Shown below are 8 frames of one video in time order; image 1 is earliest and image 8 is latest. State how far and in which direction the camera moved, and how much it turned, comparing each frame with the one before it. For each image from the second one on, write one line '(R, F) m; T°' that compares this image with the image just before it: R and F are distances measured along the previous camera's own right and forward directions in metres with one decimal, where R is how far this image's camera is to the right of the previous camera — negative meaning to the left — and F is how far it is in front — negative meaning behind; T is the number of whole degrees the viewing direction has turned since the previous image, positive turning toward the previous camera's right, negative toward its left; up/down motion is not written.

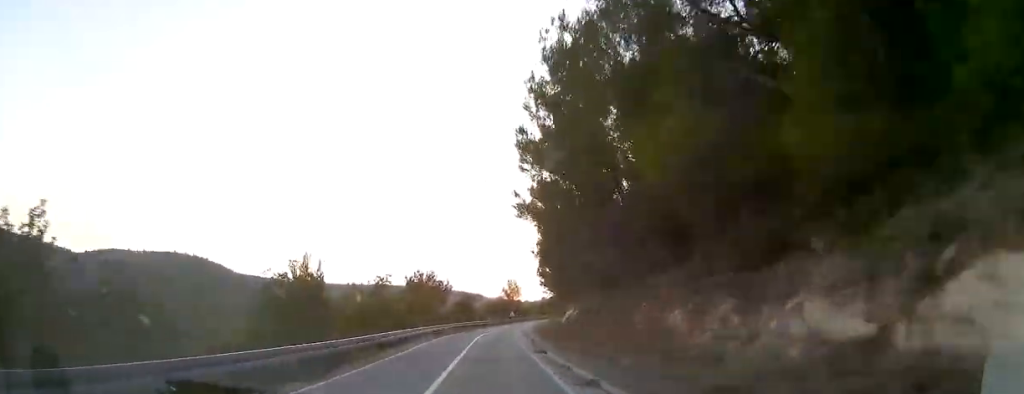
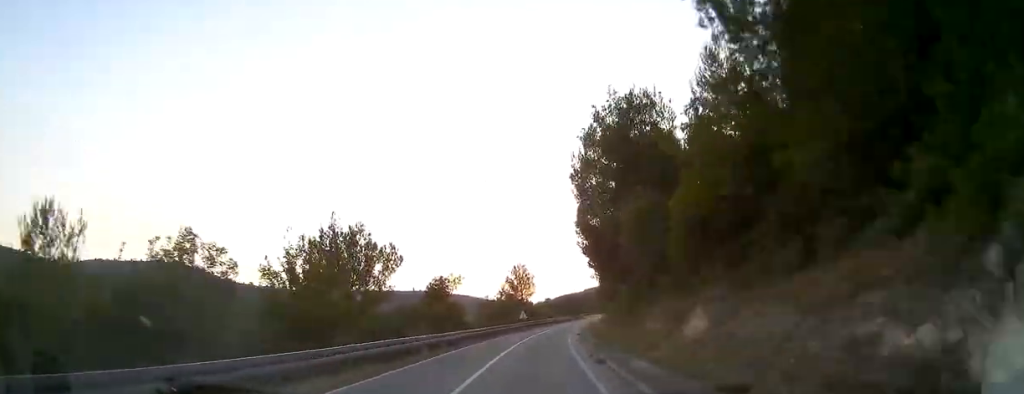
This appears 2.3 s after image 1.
(-1.1, +34.2) m; -1°
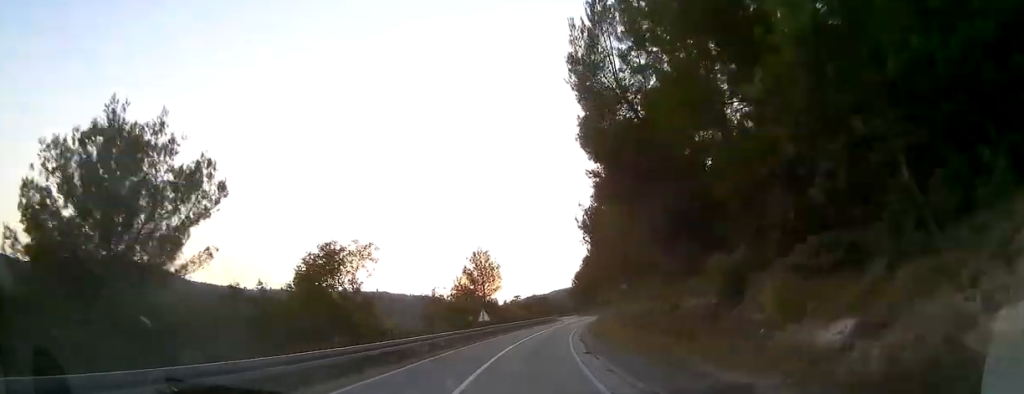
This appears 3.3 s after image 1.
(+0.4, +17.3) m; +2°
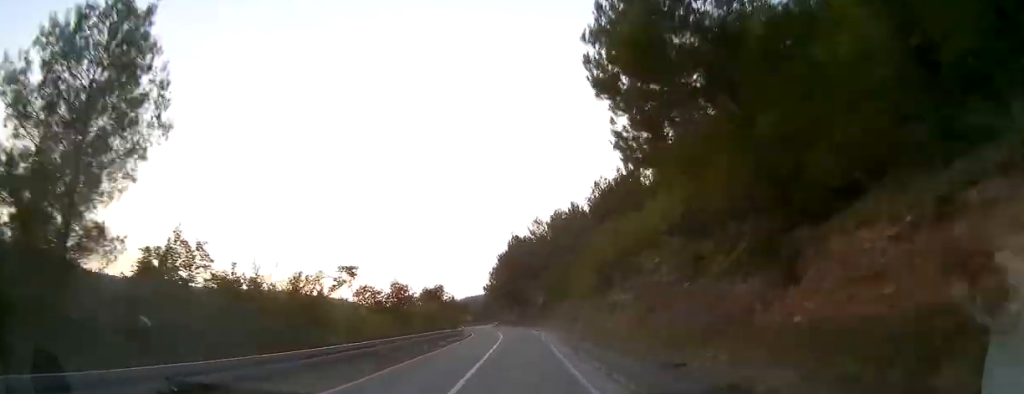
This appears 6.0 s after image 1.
(+2.2, +44.8) m; +7°
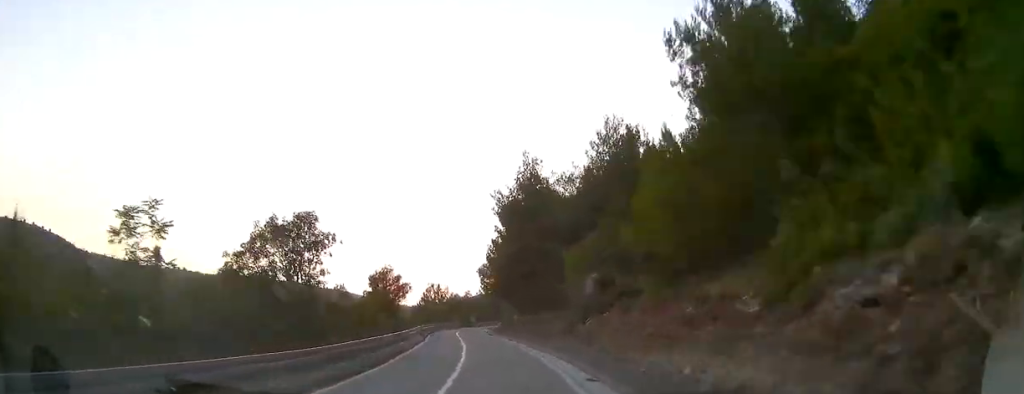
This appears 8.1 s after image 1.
(+1.7, +36.2) m; +1°
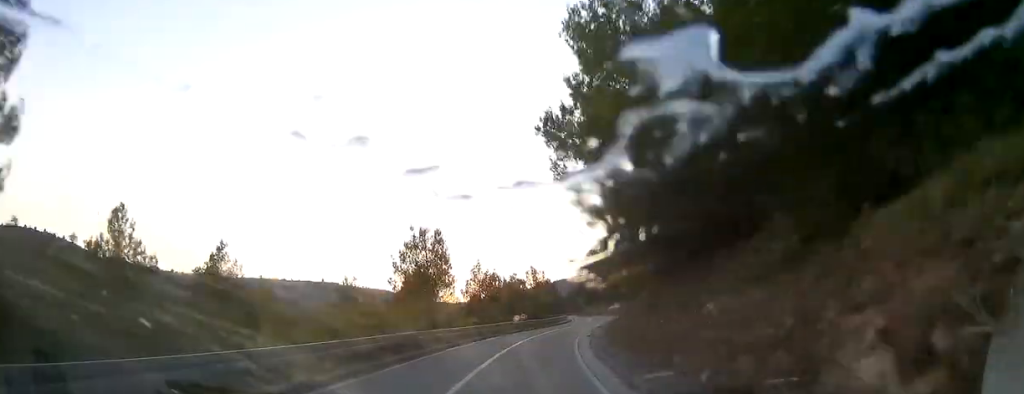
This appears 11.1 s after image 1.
(-2.3, +52.6) m; -2°
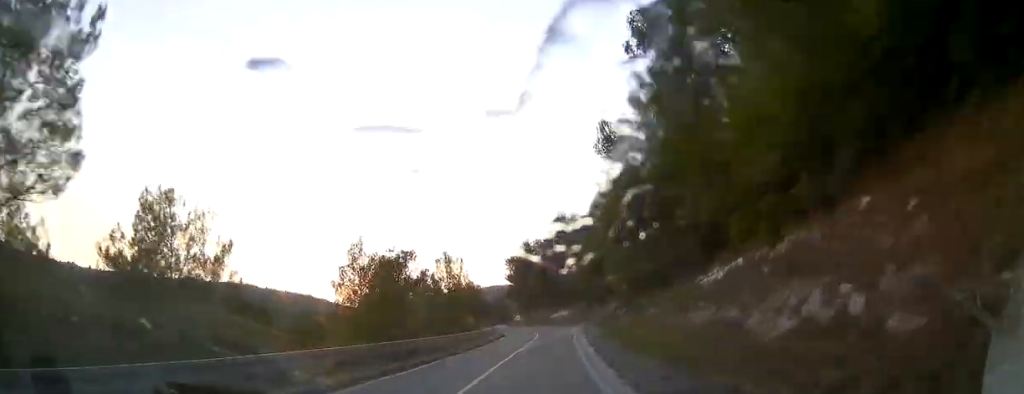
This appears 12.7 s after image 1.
(+0.2, +29.0) m; +3°
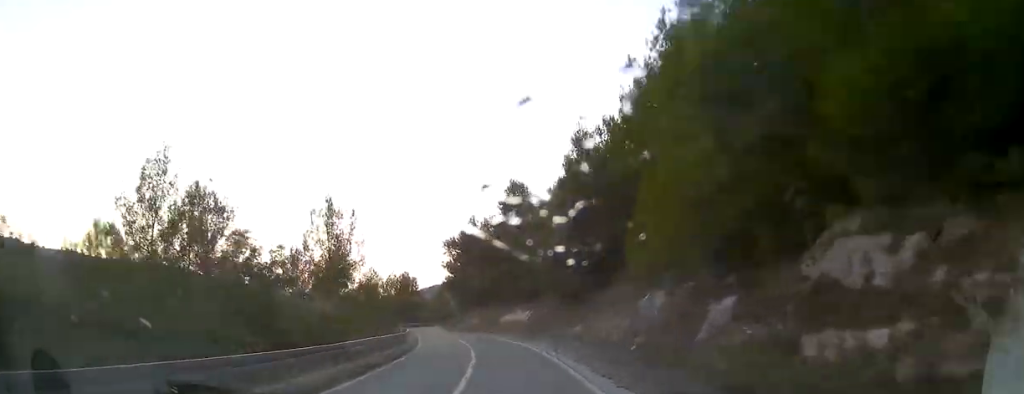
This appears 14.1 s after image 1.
(+1.3, +24.3) m; +3°
